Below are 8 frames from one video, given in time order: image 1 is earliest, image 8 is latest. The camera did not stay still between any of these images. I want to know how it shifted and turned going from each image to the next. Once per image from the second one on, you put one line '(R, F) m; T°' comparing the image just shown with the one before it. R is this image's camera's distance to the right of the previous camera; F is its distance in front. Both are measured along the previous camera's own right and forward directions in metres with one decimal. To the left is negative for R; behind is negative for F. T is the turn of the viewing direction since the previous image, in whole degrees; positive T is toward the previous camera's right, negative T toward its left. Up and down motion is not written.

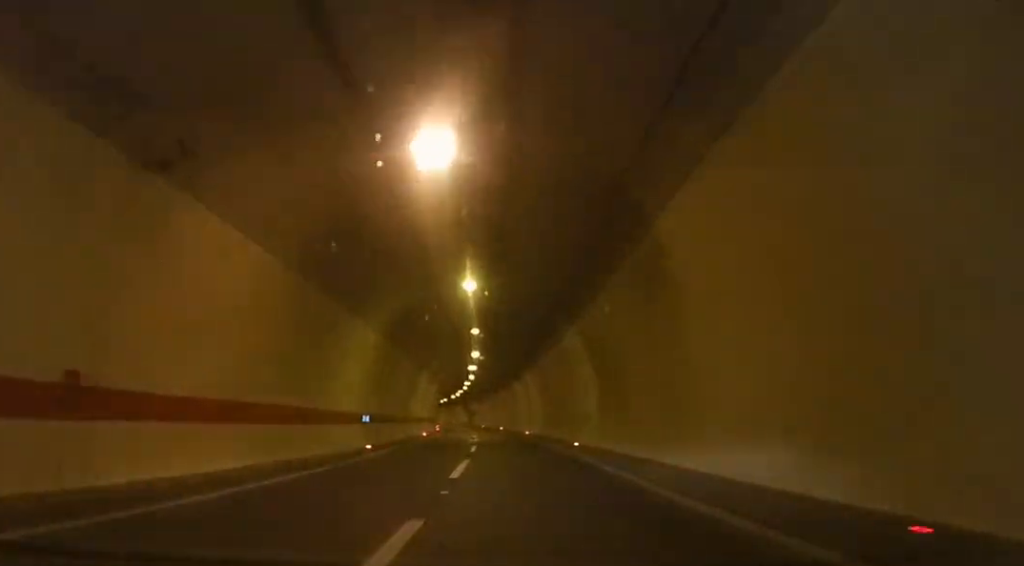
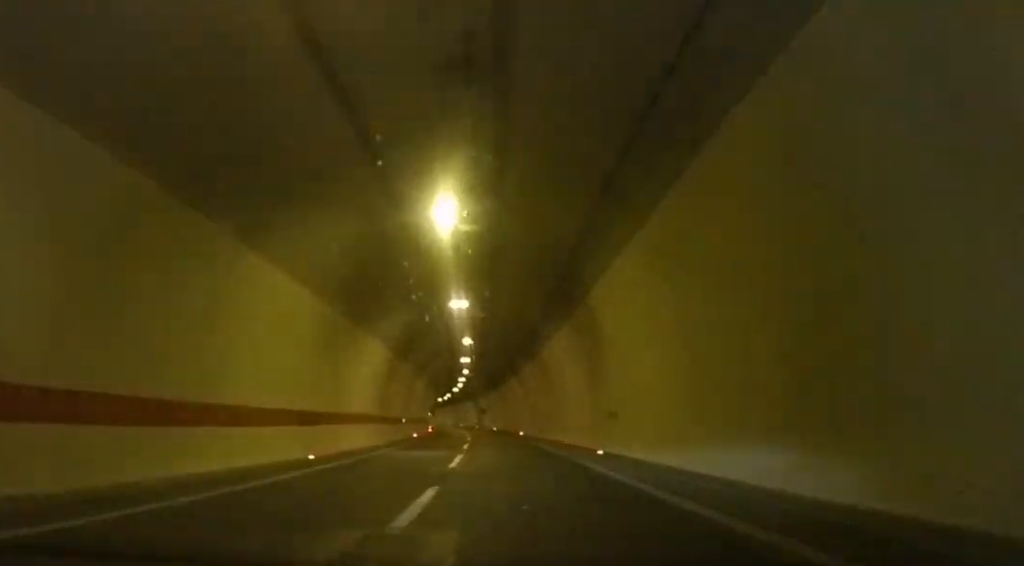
(+0.1, +32.4) m; 0°
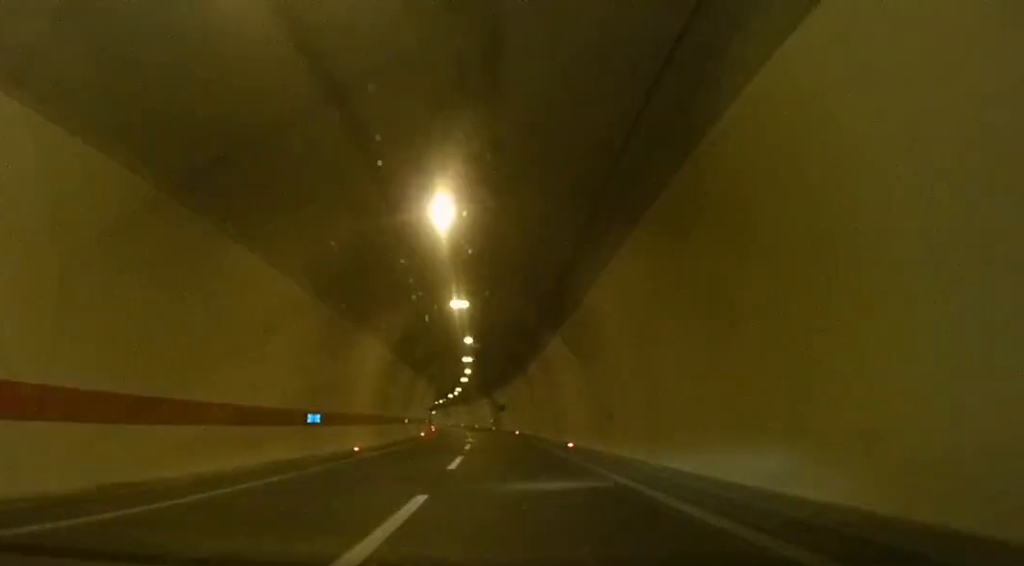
(0.0, +24.4) m; 0°
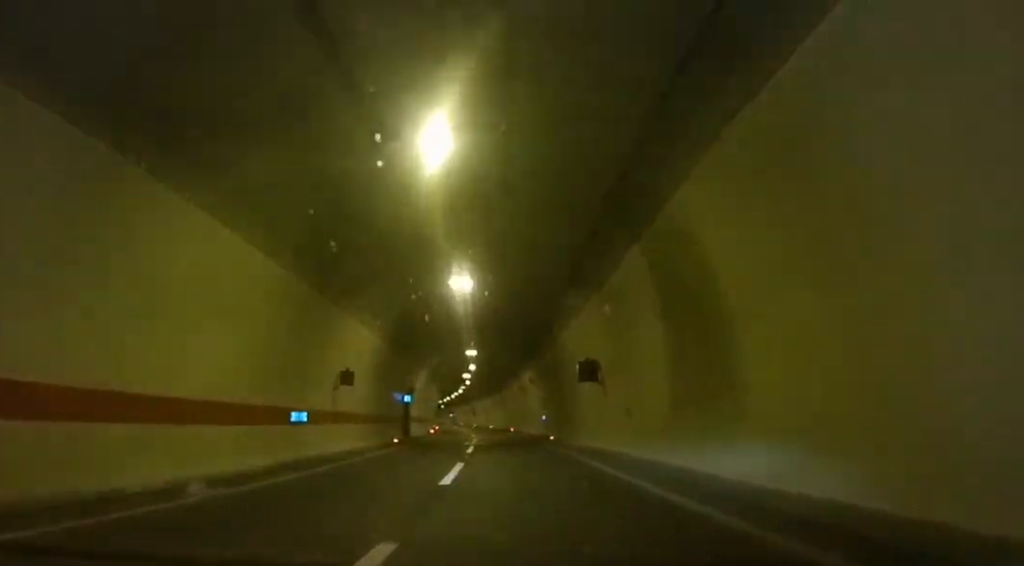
(0.0, +52.1) m; +1°
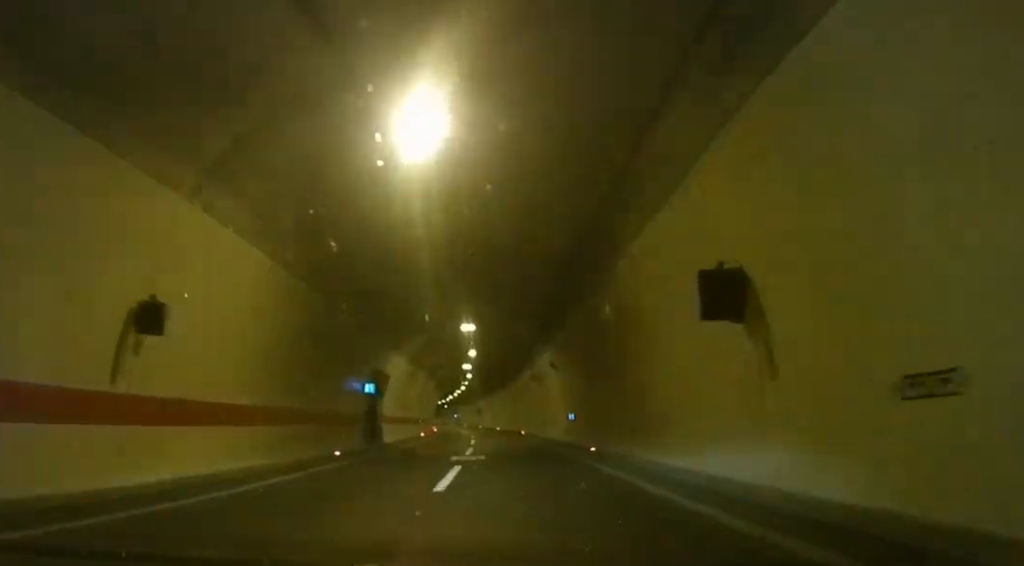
(-0.2, +12.9) m; +1°
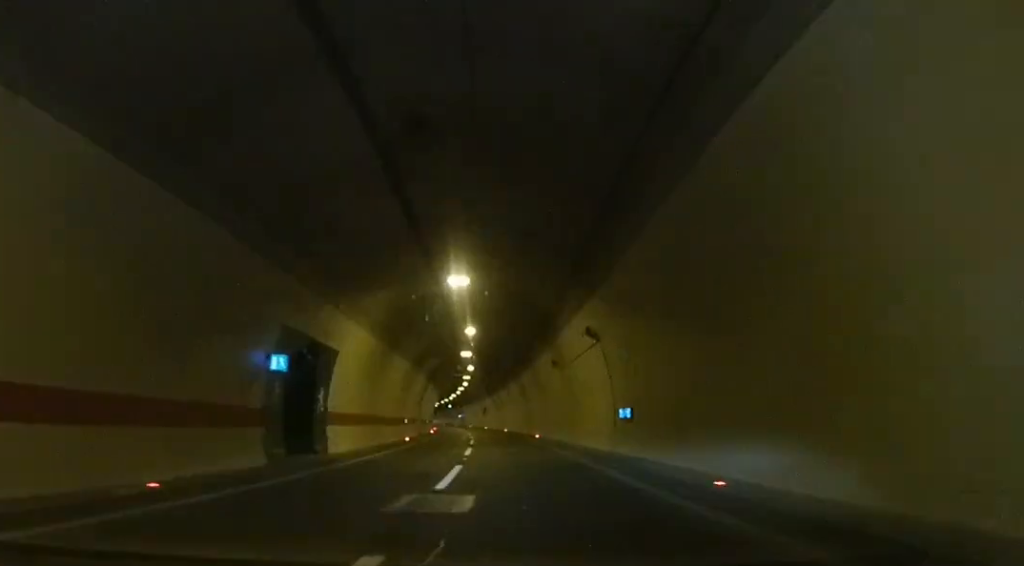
(+0.2, +11.4) m; +1°
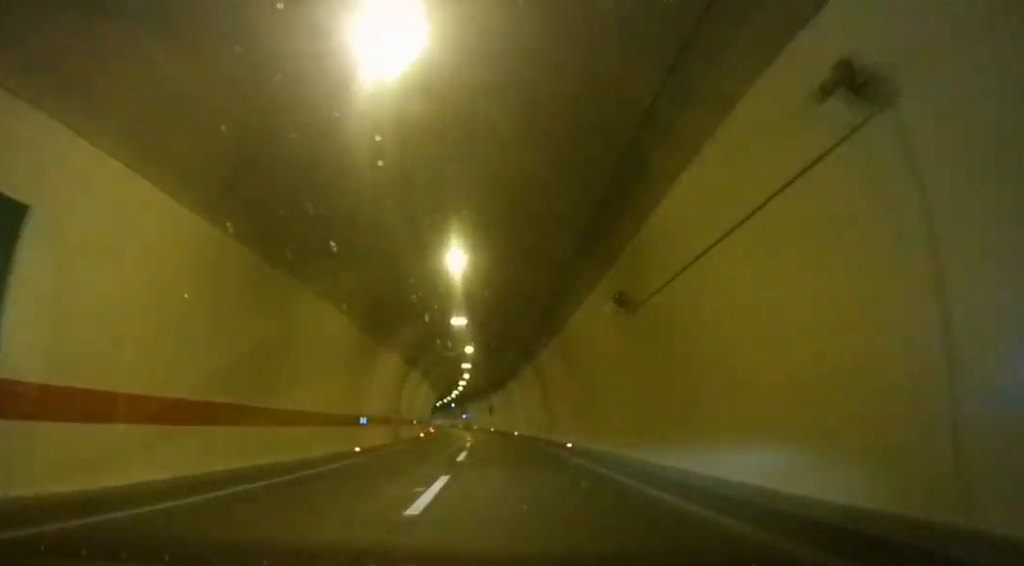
(+0.7, +15.1) m; 0°
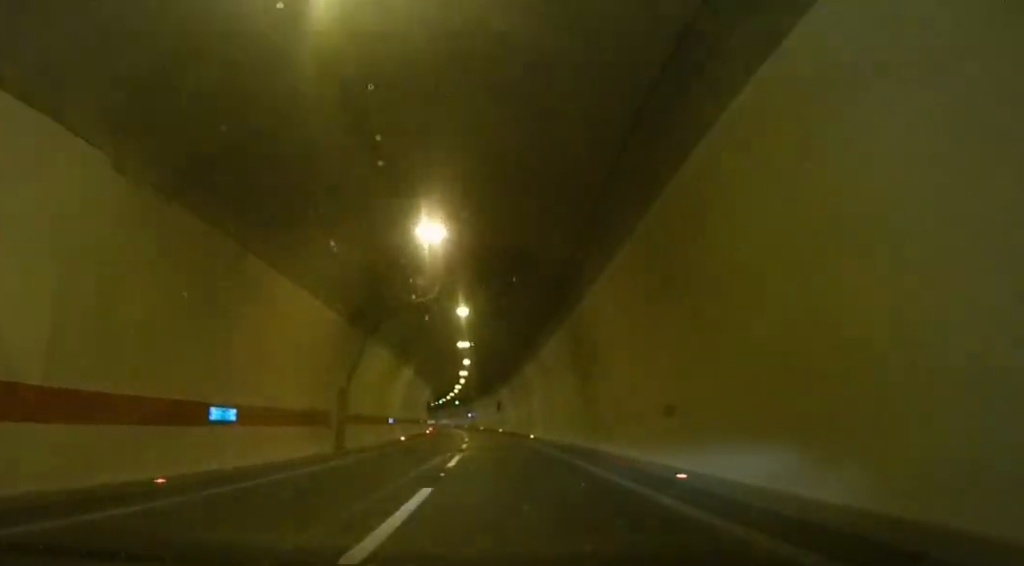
(0.0, +14.7) m; -1°
